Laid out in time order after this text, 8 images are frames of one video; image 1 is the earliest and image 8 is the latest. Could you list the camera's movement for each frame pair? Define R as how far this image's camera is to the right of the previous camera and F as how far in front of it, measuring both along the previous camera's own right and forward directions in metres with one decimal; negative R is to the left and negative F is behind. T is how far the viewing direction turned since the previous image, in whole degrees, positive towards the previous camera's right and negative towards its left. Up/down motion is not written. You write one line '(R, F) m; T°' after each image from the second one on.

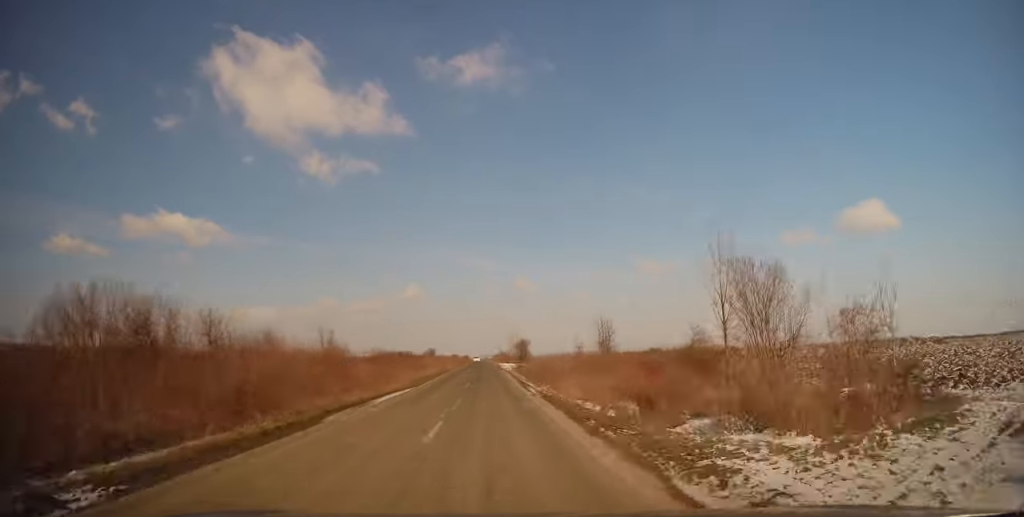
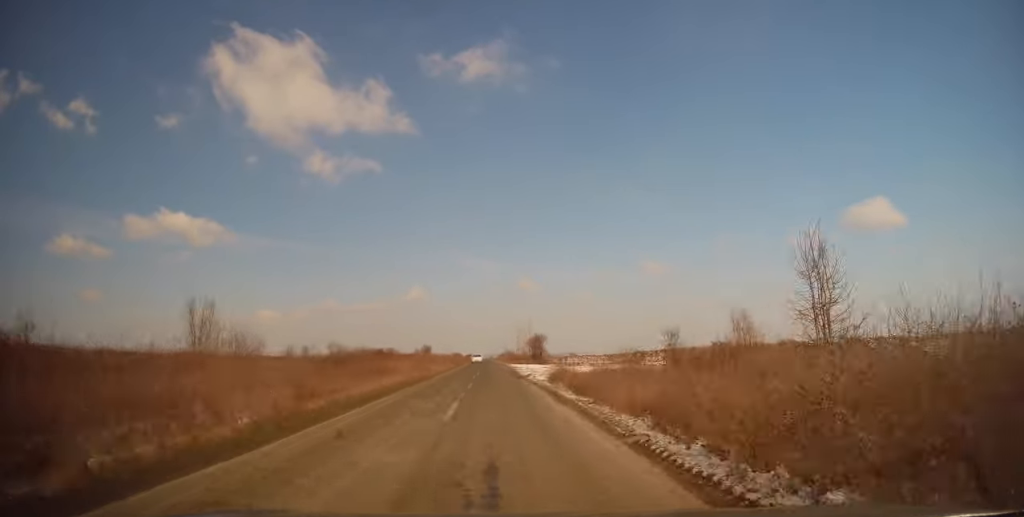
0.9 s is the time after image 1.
(+0.2, +23.8) m; 0°
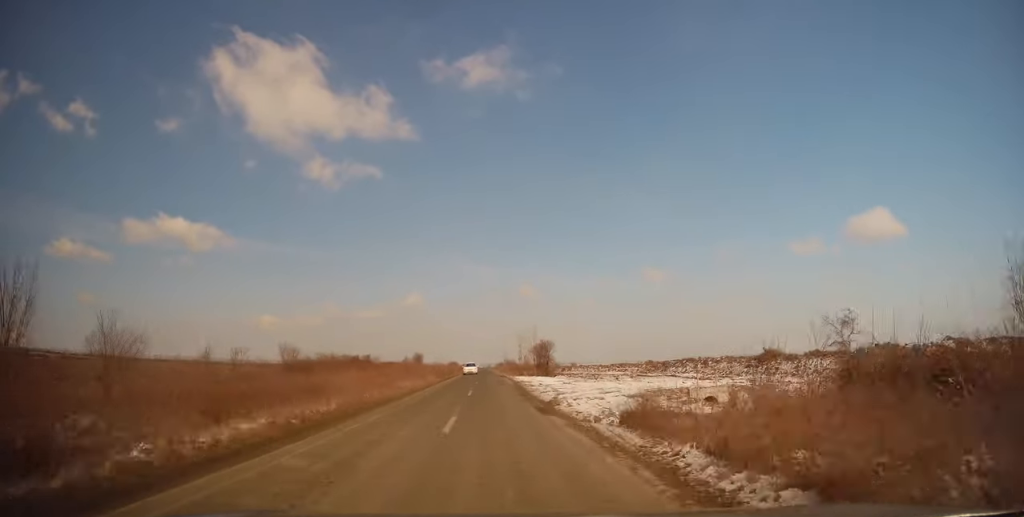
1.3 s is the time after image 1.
(-0.1, +12.8) m; 0°
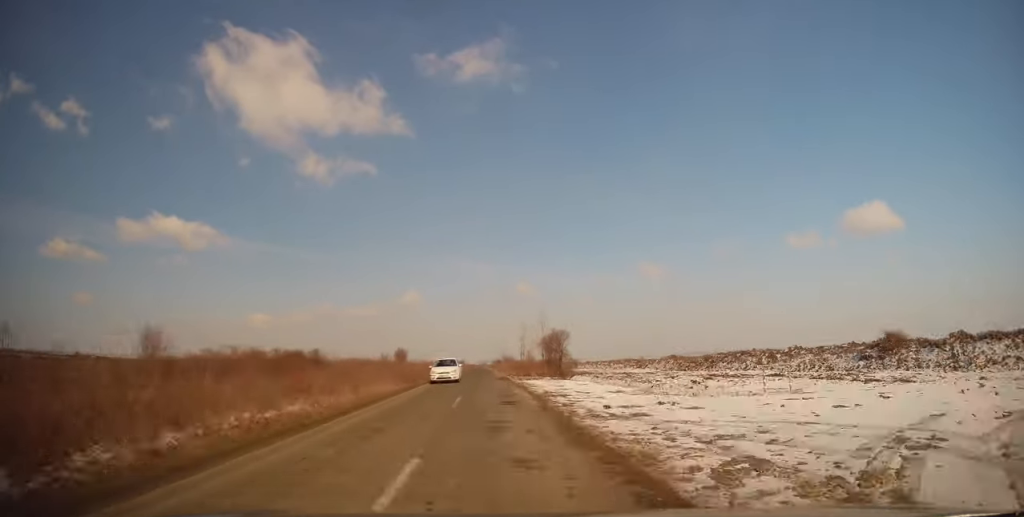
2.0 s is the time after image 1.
(-0.1, +18.4) m; 0°
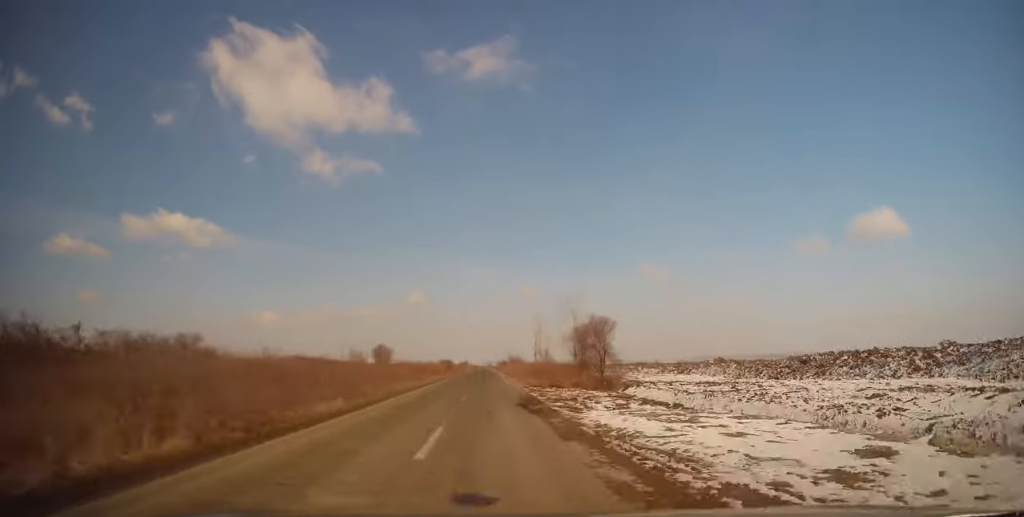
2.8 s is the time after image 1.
(0.0, +21.3) m; 0°
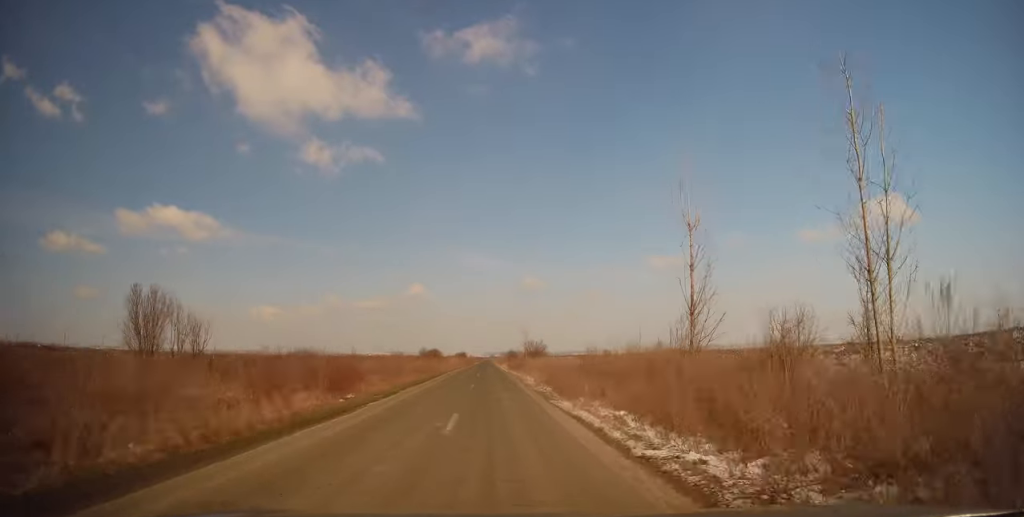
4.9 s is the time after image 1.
(+0.1, +59.7) m; 0°
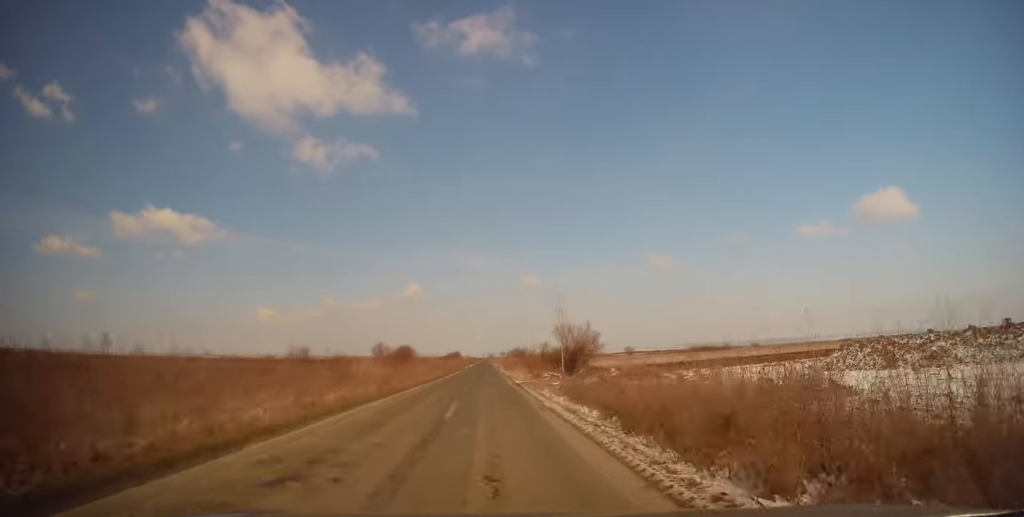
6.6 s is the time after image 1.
(+0.2, +47.7) m; 0°
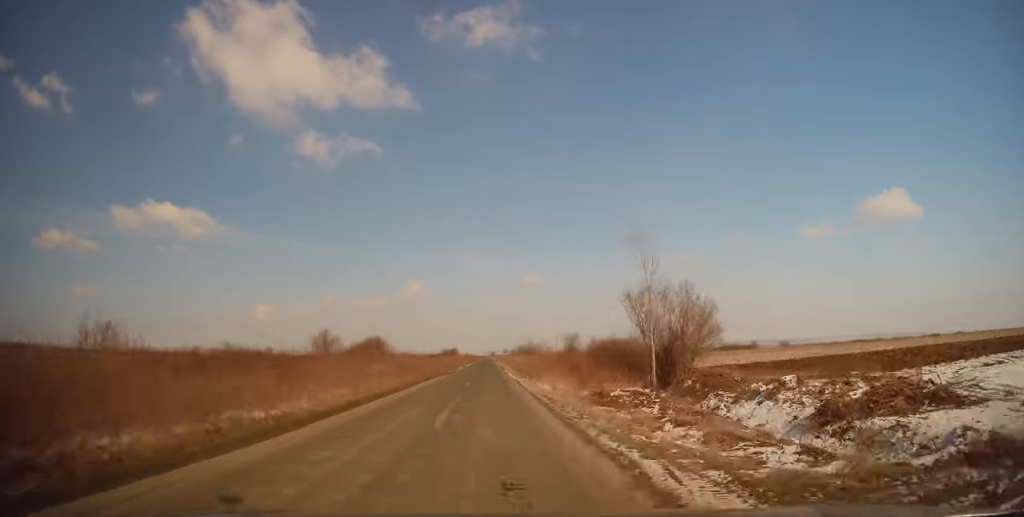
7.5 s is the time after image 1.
(-0.1, +26.3) m; 0°
